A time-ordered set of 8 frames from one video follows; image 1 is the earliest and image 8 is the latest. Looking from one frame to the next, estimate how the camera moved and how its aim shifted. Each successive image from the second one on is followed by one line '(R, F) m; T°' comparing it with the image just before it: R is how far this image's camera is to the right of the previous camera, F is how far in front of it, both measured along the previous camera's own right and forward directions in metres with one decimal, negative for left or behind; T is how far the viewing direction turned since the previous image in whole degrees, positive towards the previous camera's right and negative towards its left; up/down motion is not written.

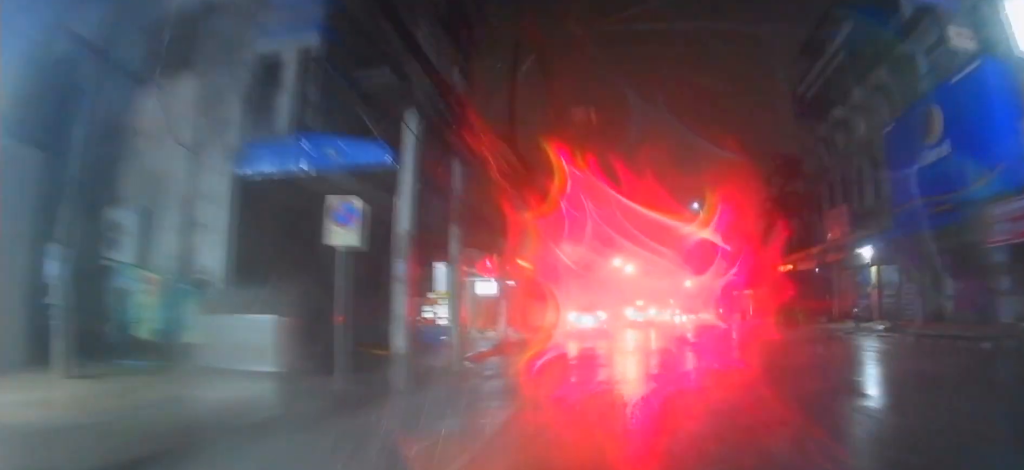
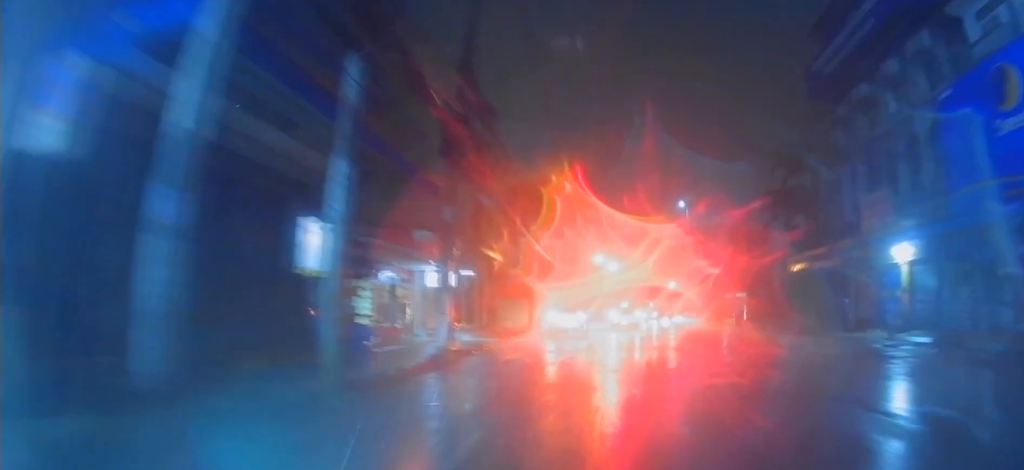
(+0.5, +5.5) m; +5°
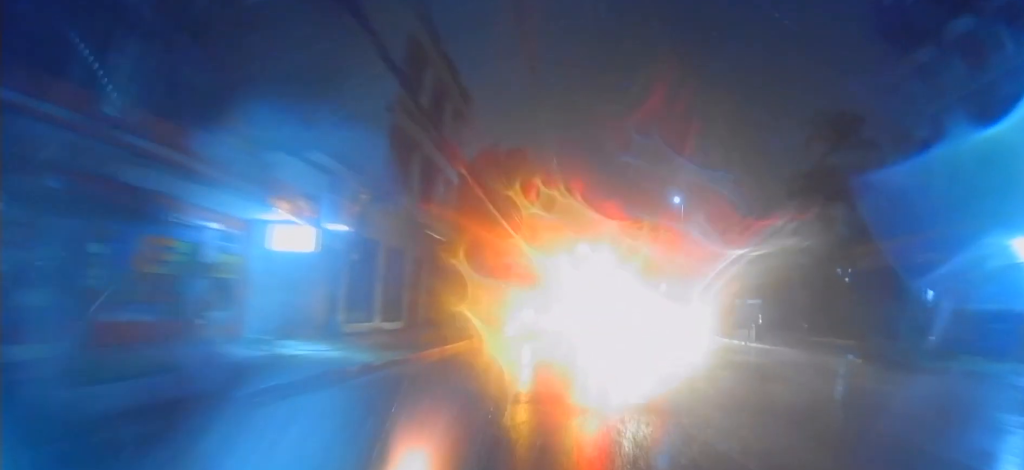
(+0.5, +10.5) m; +2°
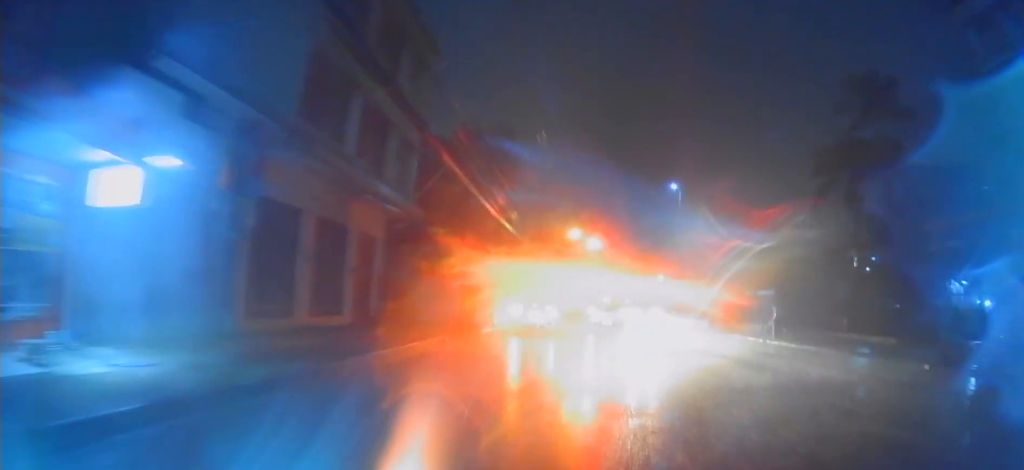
(0.0, +4.6) m; 0°
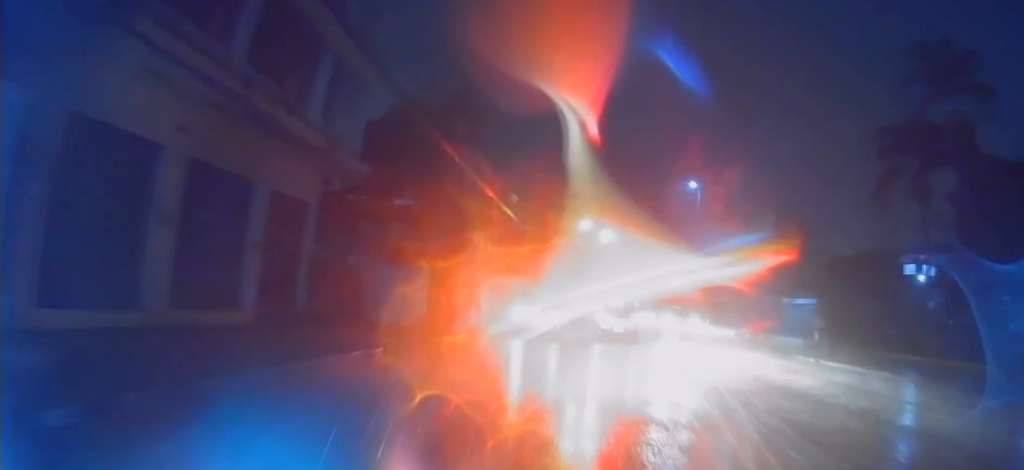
(0.0, +4.9) m; +2°
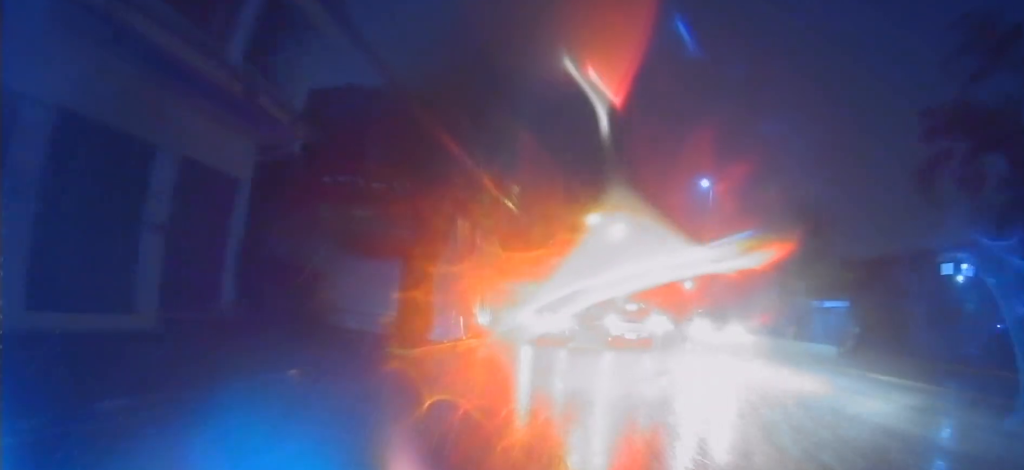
(+0.1, +3.0) m; +2°
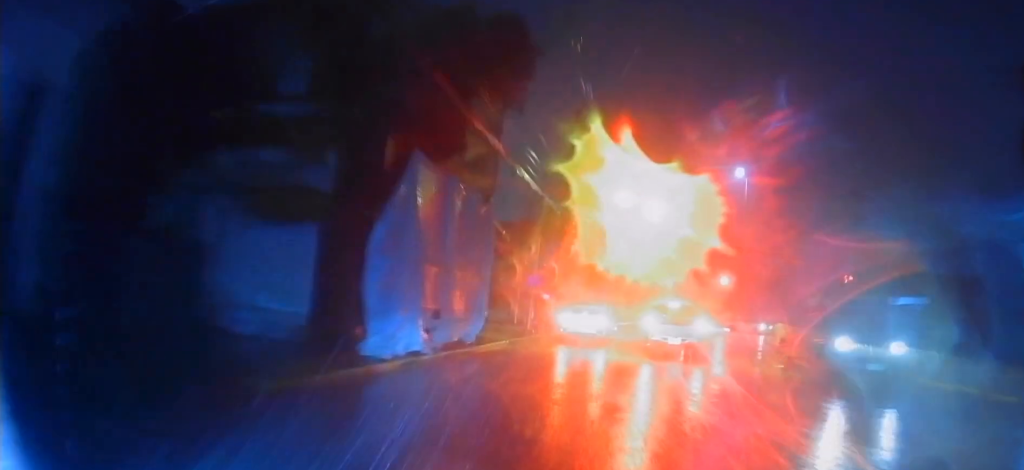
(+0.2, +5.3) m; -1°
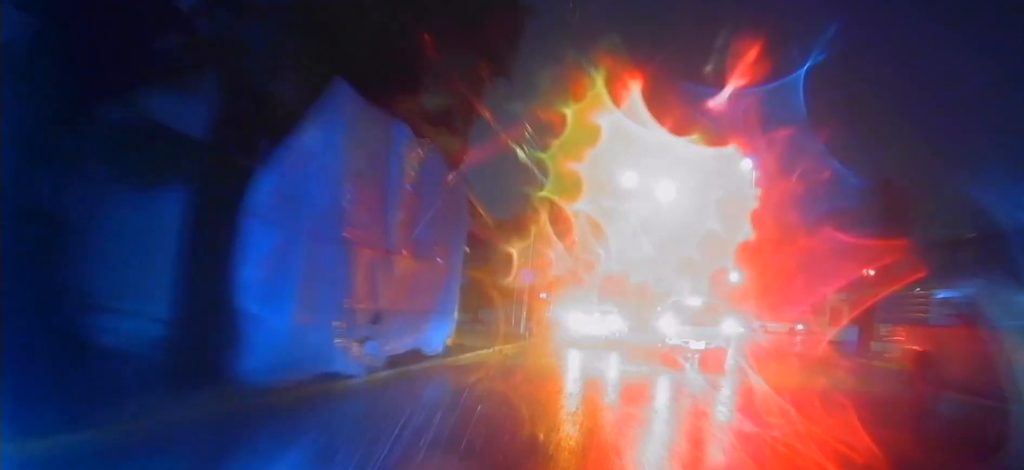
(0.0, +3.2) m; -3°
